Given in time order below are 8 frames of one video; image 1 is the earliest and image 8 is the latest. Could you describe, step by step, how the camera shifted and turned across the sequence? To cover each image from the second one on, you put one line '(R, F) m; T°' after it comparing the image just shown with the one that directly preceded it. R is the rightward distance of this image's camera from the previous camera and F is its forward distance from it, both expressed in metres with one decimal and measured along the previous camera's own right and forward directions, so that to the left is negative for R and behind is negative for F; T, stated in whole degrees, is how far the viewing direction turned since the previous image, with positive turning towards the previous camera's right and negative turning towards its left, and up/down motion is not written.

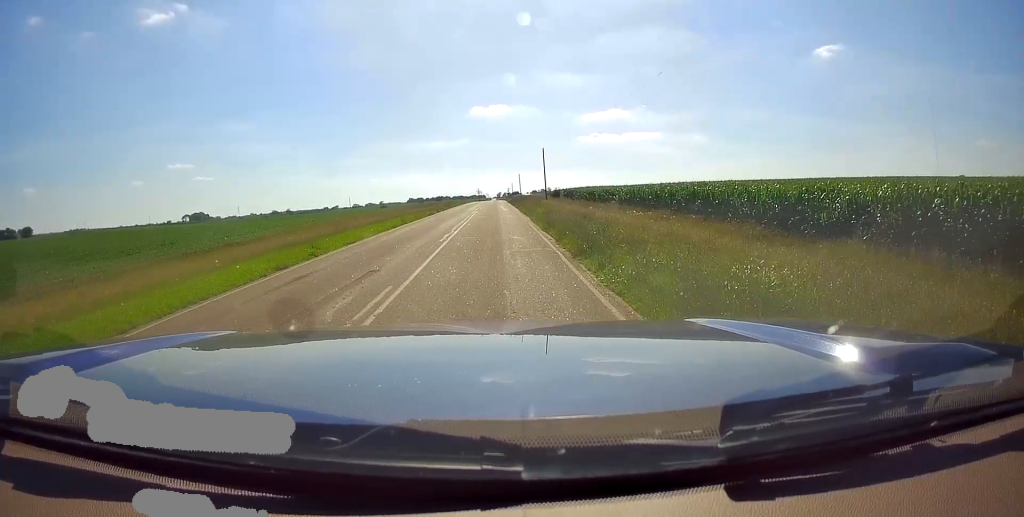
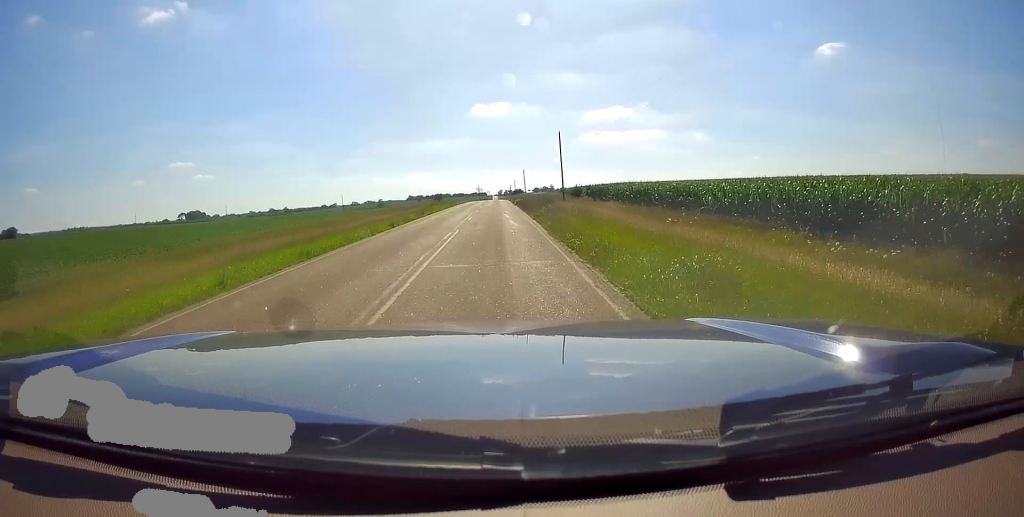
(0.0, +23.4) m; +1°
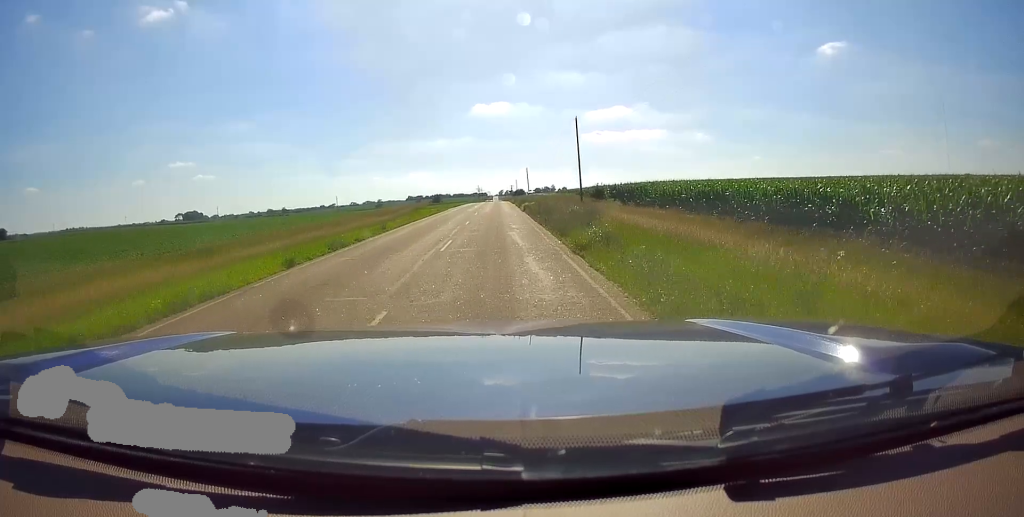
(+0.2, +15.1) m; 0°
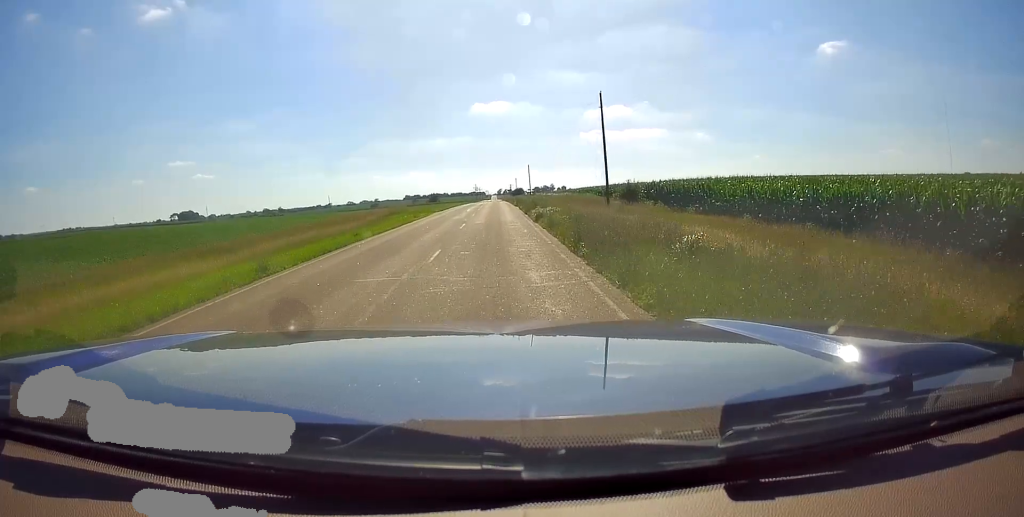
(+0.2, +14.7) m; 0°
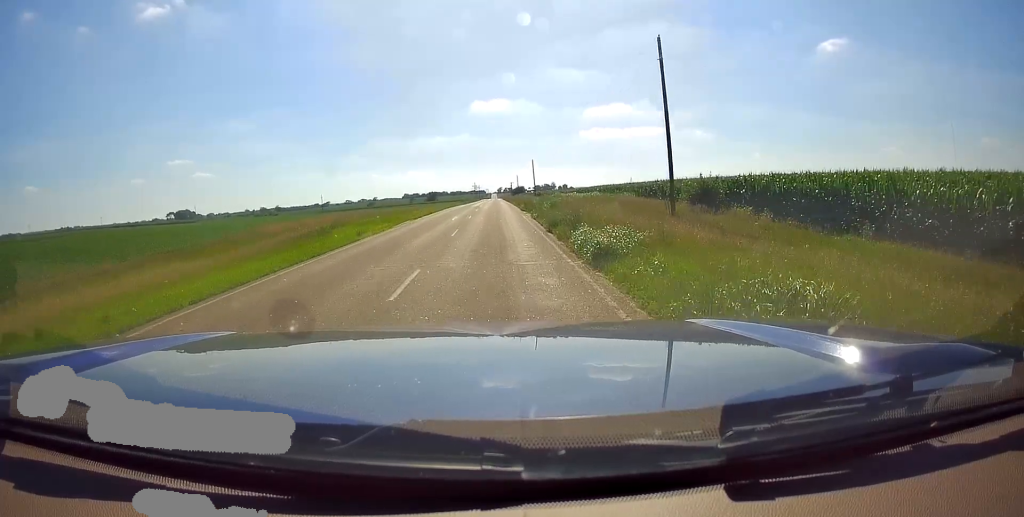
(-0.3, +16.4) m; -1°
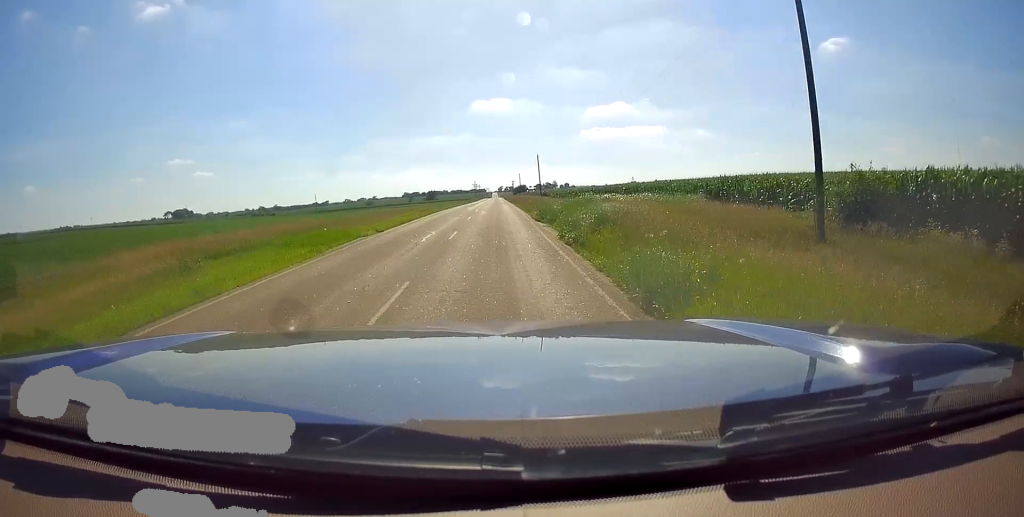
(-0.1, +13.4) m; 0°
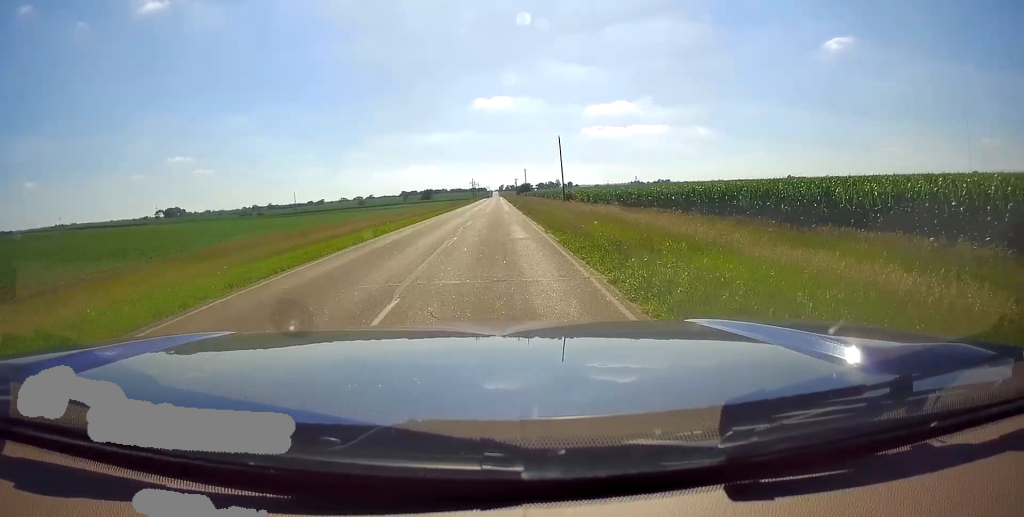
(0.0, +37.2) m; 0°
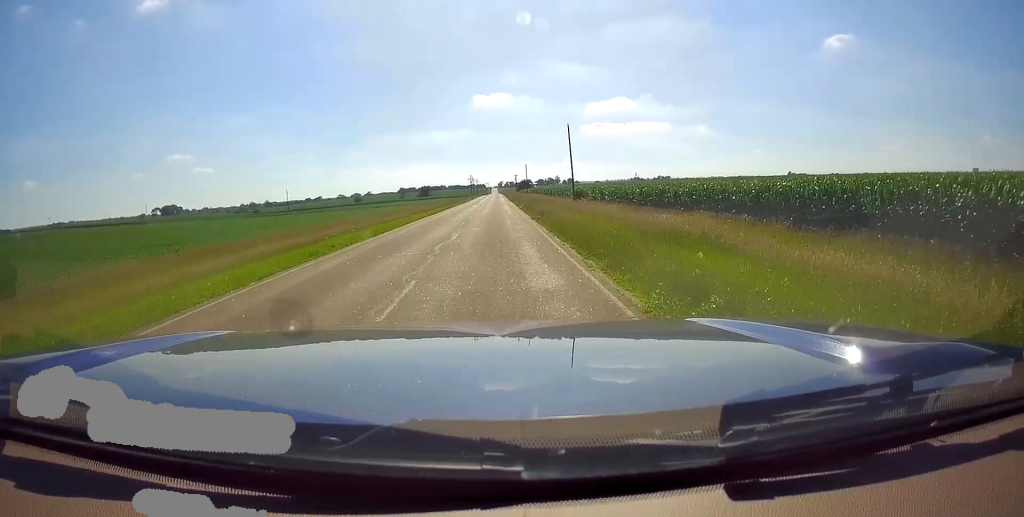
(0.0, +10.2) m; 0°
